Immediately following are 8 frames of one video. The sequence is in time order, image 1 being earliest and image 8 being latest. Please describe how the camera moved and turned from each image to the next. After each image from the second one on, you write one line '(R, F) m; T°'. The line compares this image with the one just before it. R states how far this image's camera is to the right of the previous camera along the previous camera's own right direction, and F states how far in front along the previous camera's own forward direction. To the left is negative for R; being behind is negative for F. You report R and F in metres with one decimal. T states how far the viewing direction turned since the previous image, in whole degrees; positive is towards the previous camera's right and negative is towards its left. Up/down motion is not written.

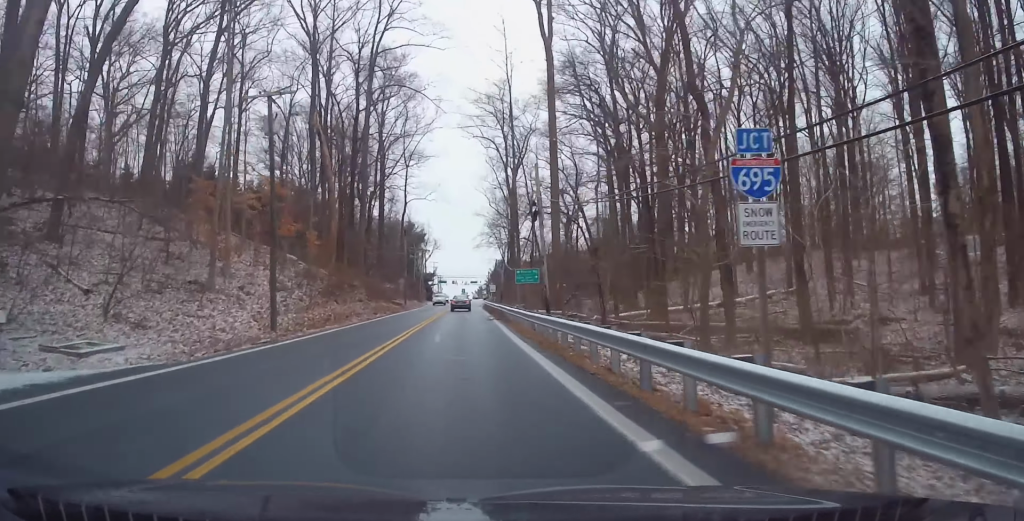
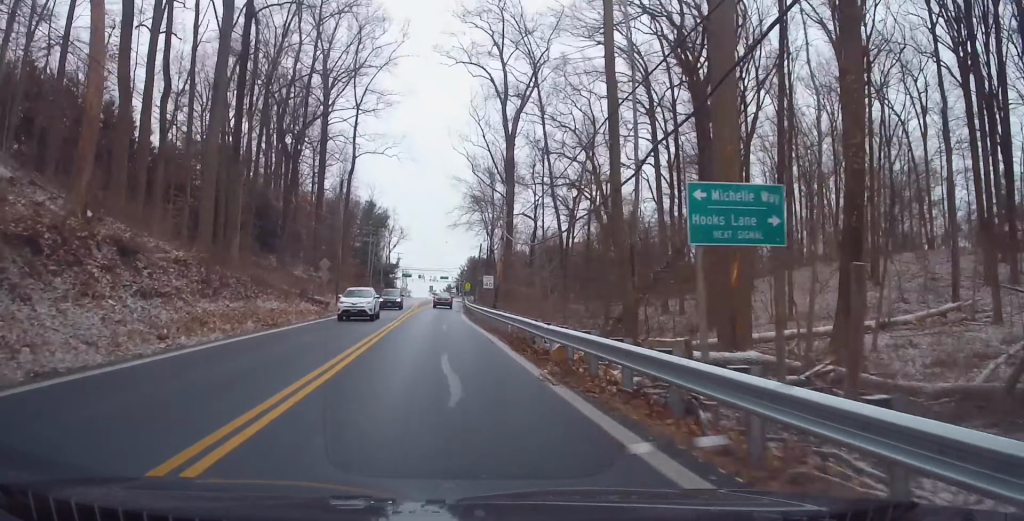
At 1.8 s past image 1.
(+1.4, +32.0) m; +4°
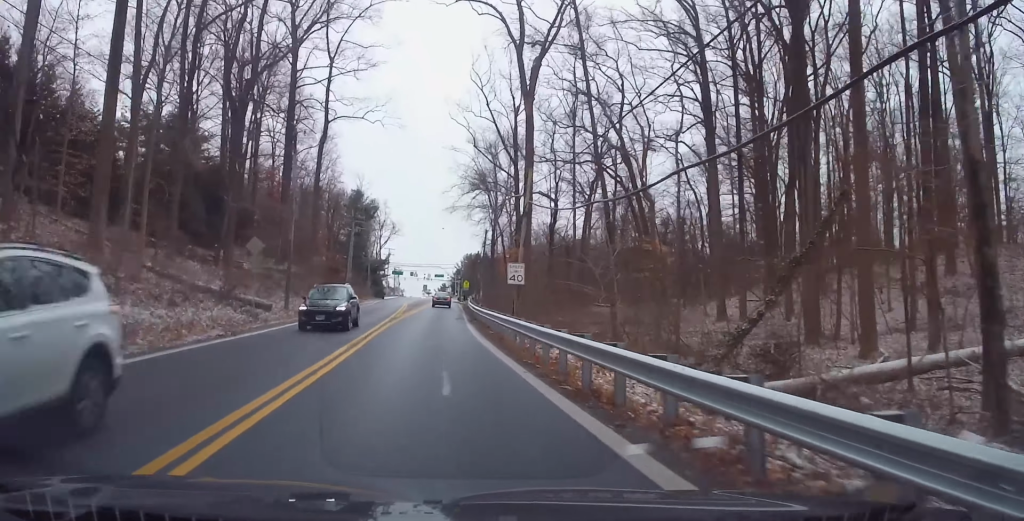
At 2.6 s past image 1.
(+0.2, +15.4) m; +1°
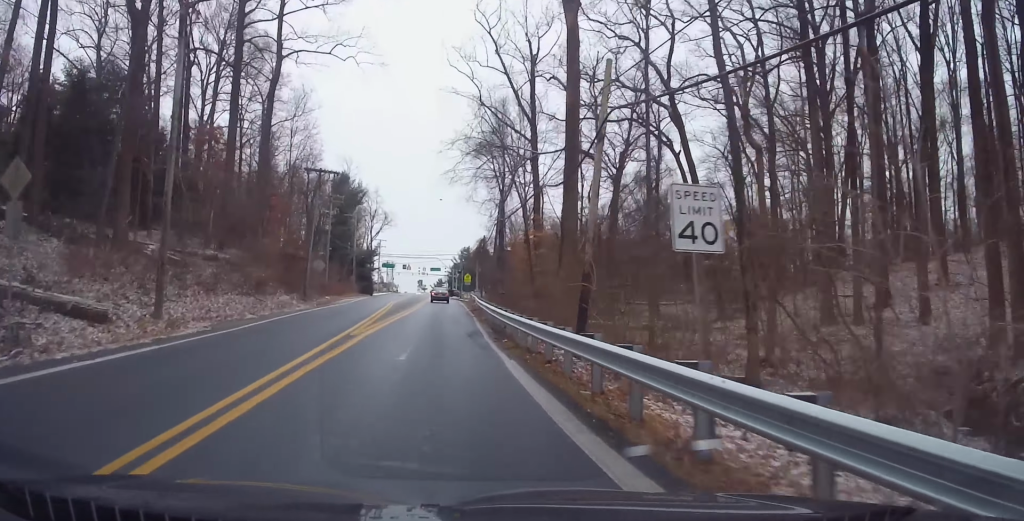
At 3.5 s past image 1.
(+0.2, +15.8) m; 0°
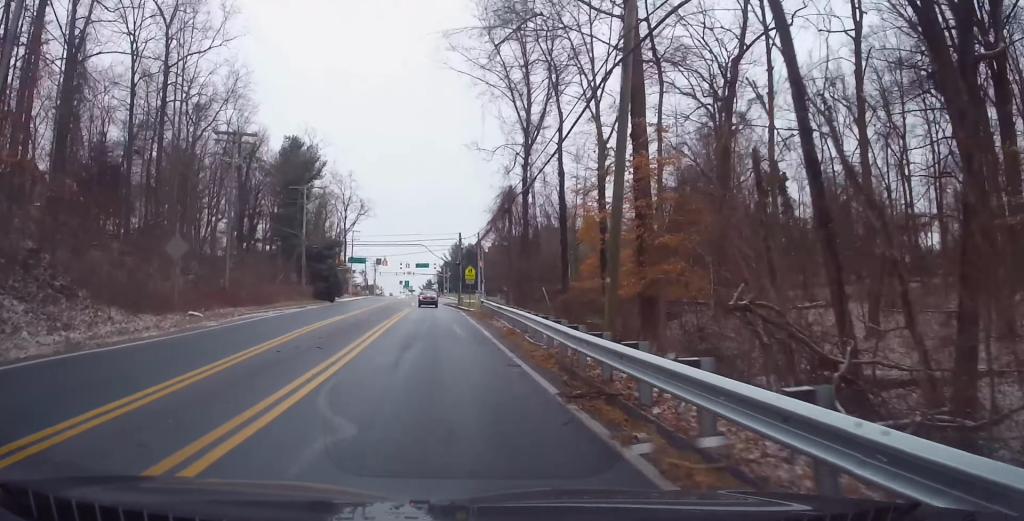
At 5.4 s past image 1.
(+0.1, +32.0) m; 0°
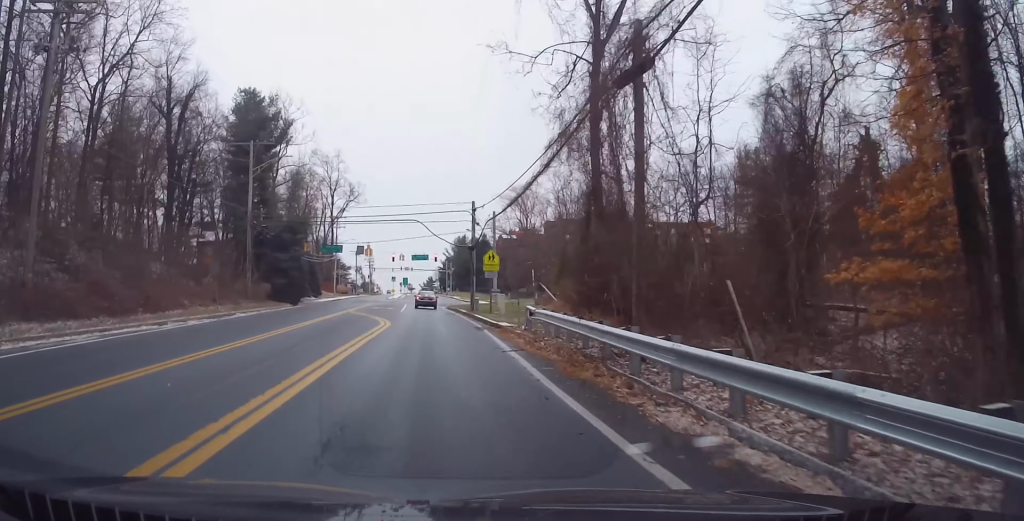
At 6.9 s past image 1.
(+0.1, +21.4) m; 0°
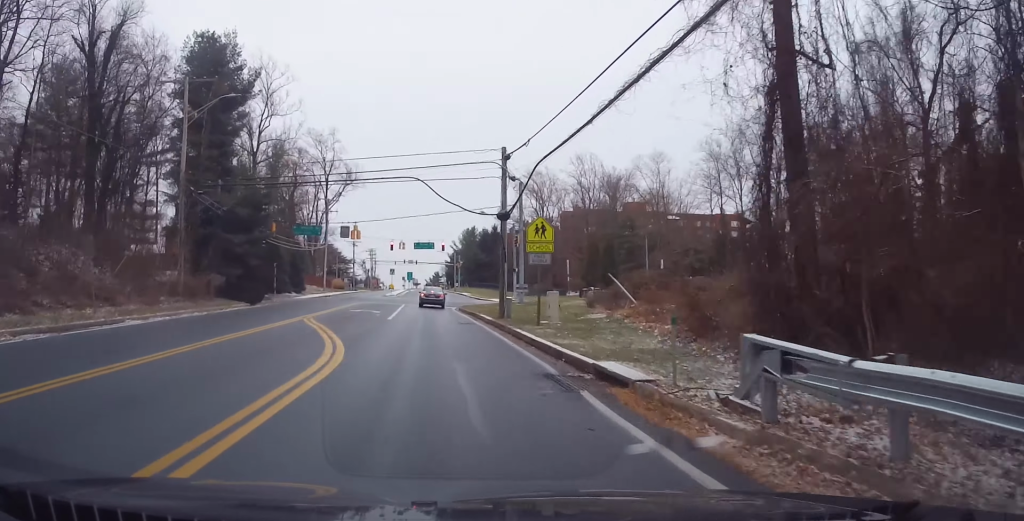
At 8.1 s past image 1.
(0.0, +15.1) m; 0°
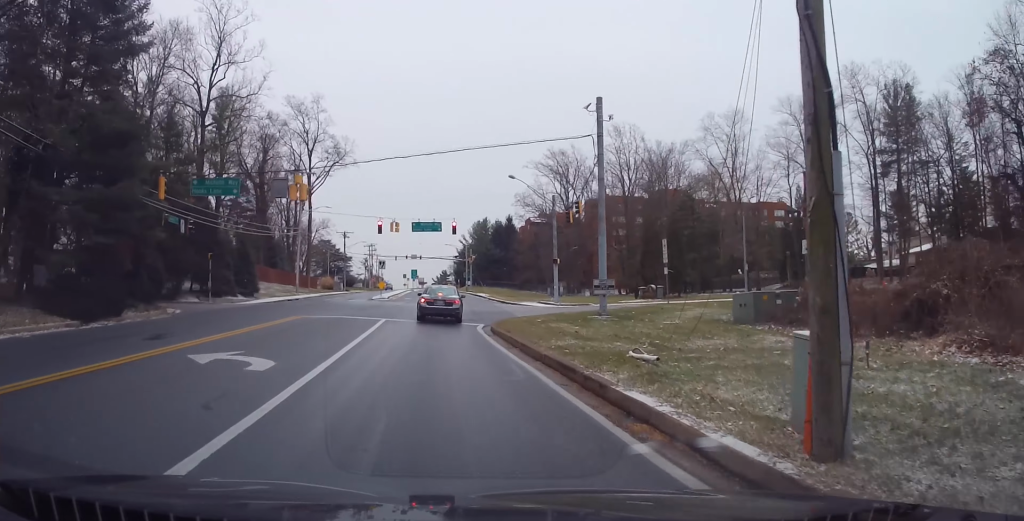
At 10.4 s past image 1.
(-0.5, +20.7) m; -9°
